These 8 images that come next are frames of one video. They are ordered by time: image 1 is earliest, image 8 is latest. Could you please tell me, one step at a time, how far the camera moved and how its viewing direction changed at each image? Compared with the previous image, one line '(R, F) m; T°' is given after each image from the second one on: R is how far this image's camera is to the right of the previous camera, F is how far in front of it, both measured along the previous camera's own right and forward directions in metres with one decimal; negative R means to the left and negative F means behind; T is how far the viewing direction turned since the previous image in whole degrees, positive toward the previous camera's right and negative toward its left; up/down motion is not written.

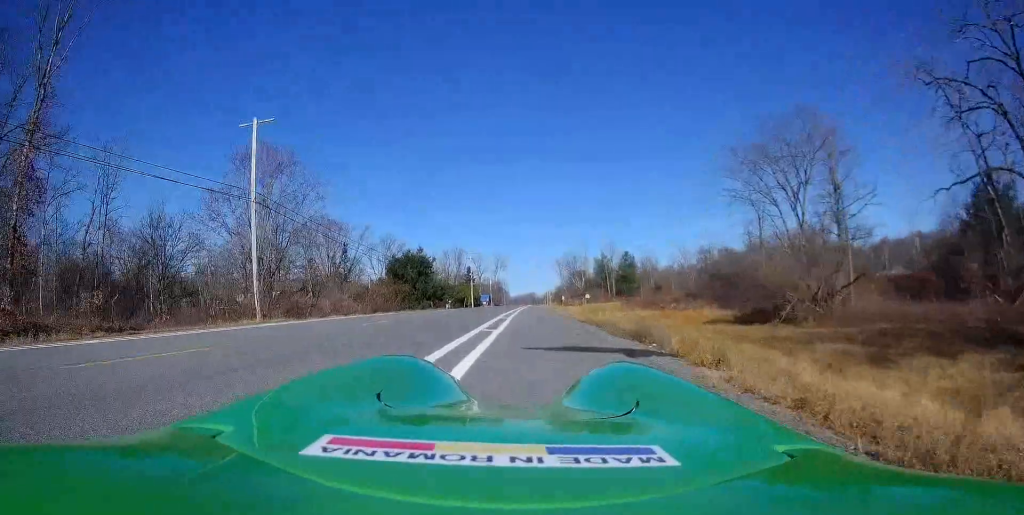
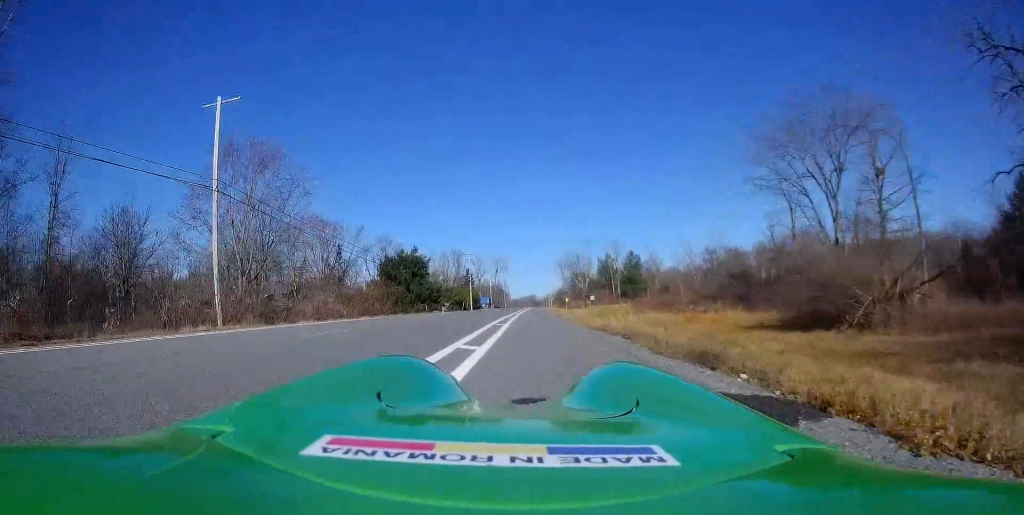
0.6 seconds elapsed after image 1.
(0.0, +4.3) m; 0°
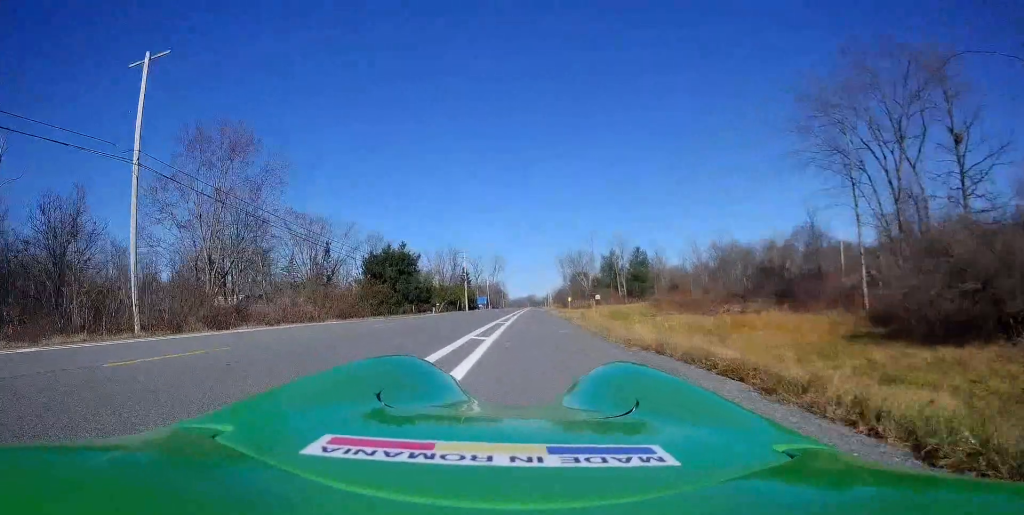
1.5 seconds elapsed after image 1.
(0.0, +6.8) m; 0°
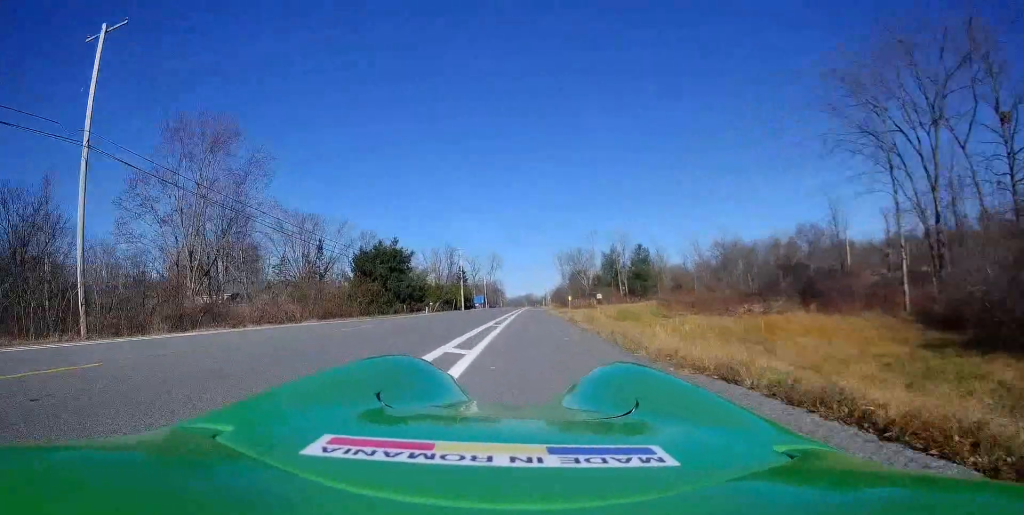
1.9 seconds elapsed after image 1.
(0.0, +3.1) m; 0°
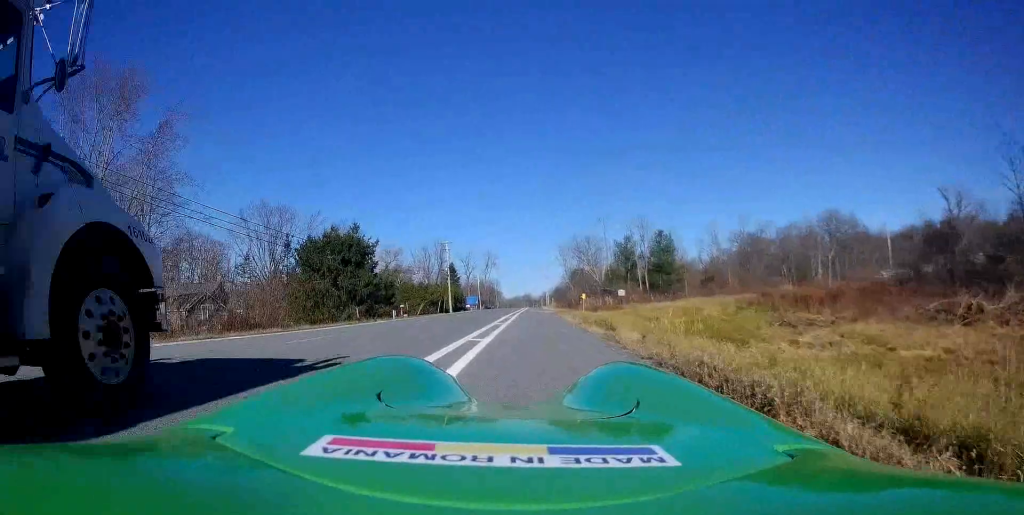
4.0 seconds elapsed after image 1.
(0.0, +15.3) m; 0°
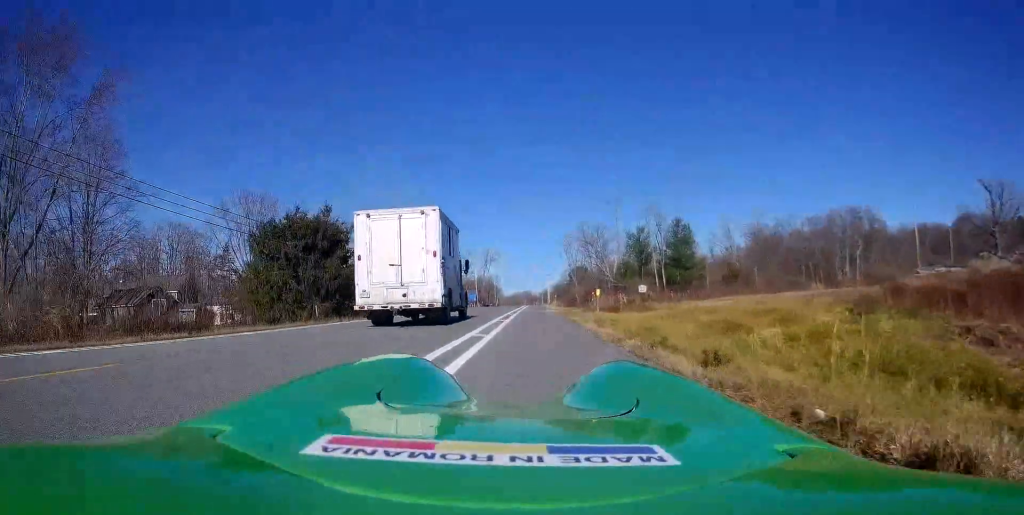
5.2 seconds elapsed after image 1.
(0.0, +7.9) m; 0°
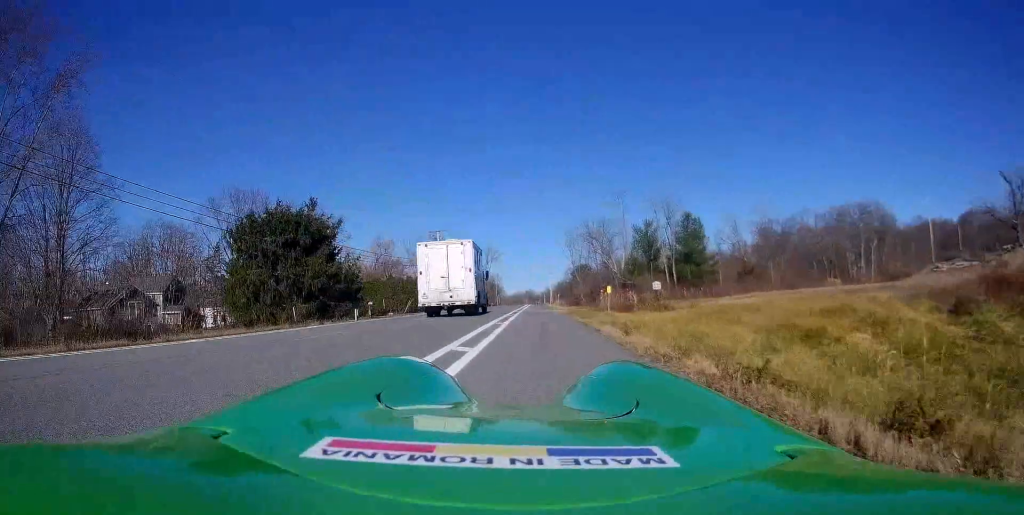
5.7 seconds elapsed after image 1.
(0.0, +3.5) m; 0°
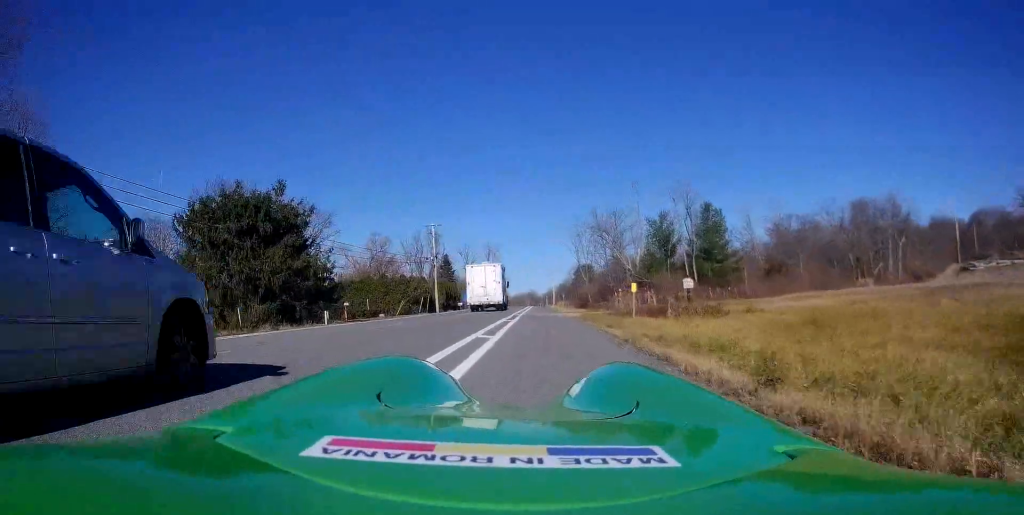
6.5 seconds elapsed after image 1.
(0.0, +6.3) m; 0°
